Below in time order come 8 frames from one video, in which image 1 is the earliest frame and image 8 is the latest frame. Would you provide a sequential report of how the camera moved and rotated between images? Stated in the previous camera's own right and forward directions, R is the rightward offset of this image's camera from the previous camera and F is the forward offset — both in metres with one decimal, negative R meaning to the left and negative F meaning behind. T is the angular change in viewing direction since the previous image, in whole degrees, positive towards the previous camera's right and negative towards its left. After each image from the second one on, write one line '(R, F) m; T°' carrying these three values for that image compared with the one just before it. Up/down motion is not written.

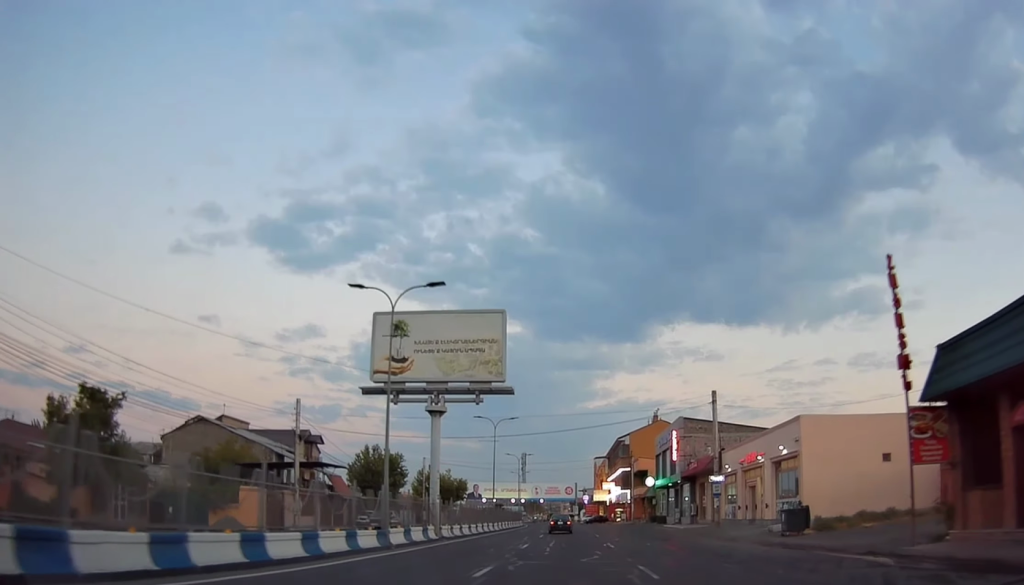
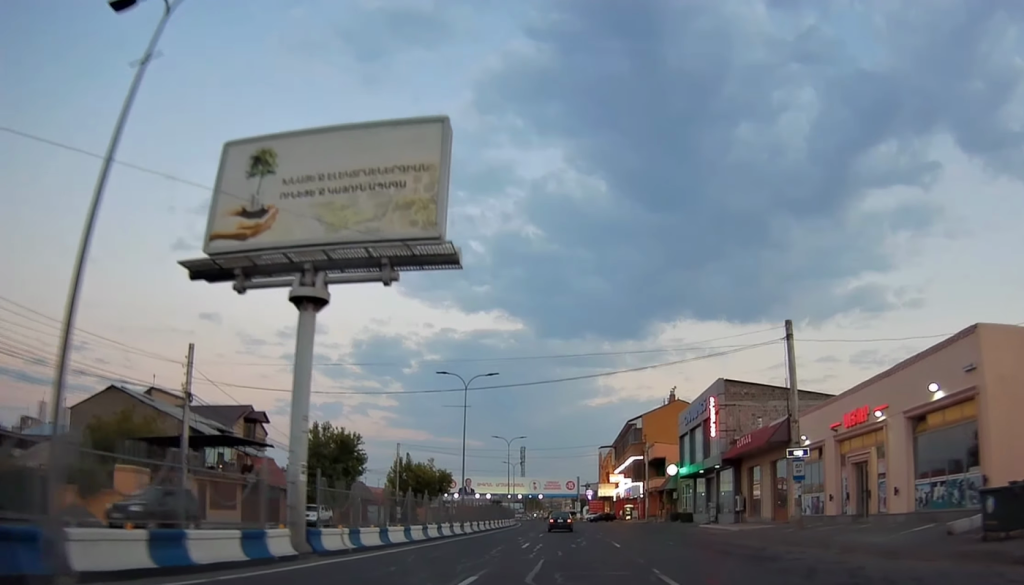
(0.0, +16.2) m; 0°
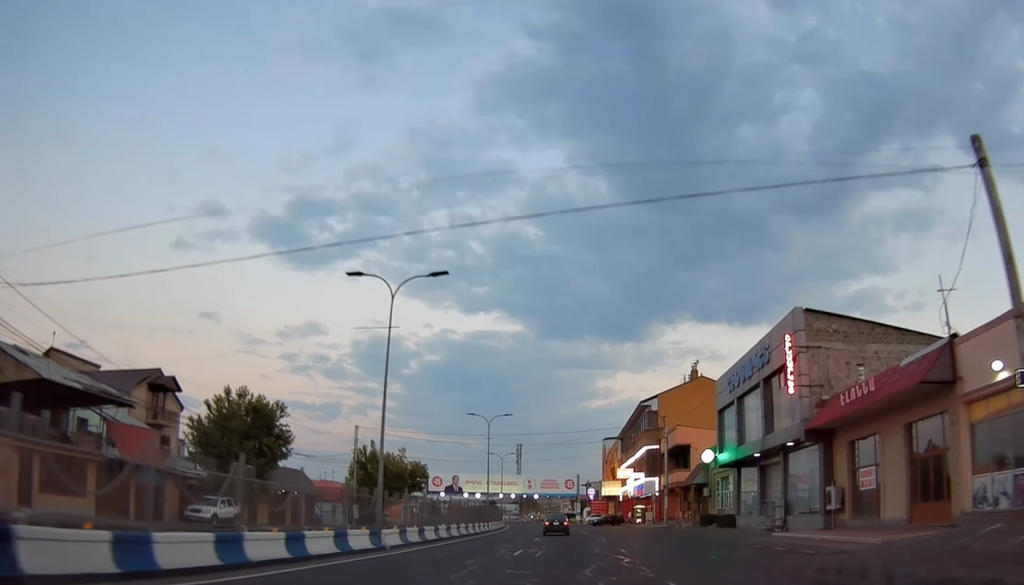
(+0.2, +16.6) m; 0°
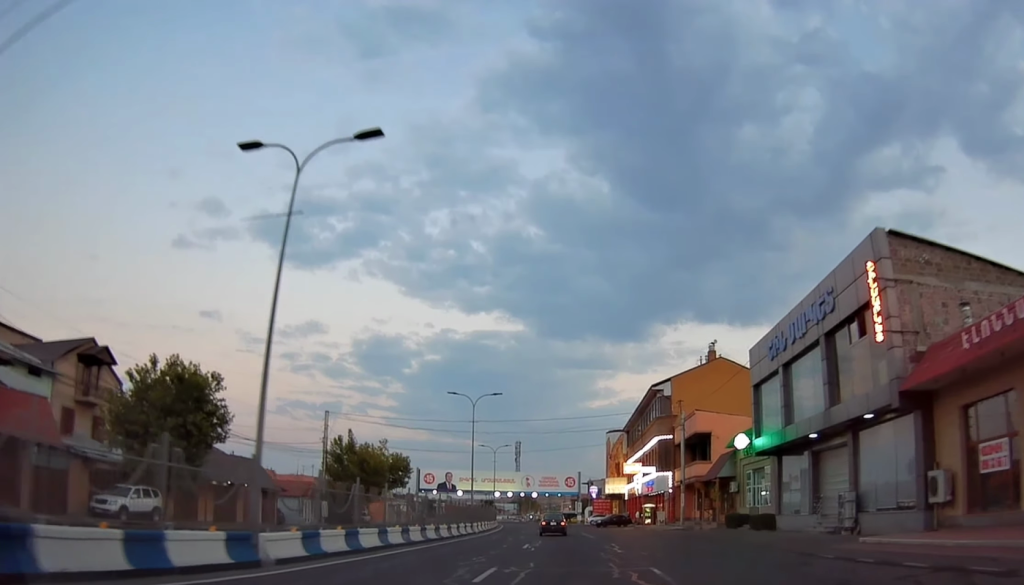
(-0.1, +9.0) m; -1°
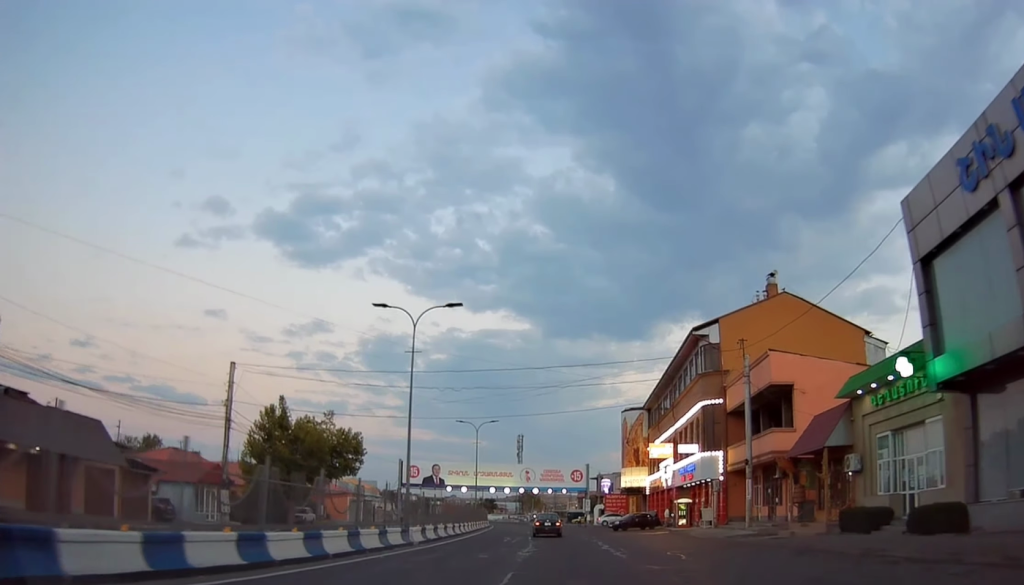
(-0.3, +18.9) m; 0°
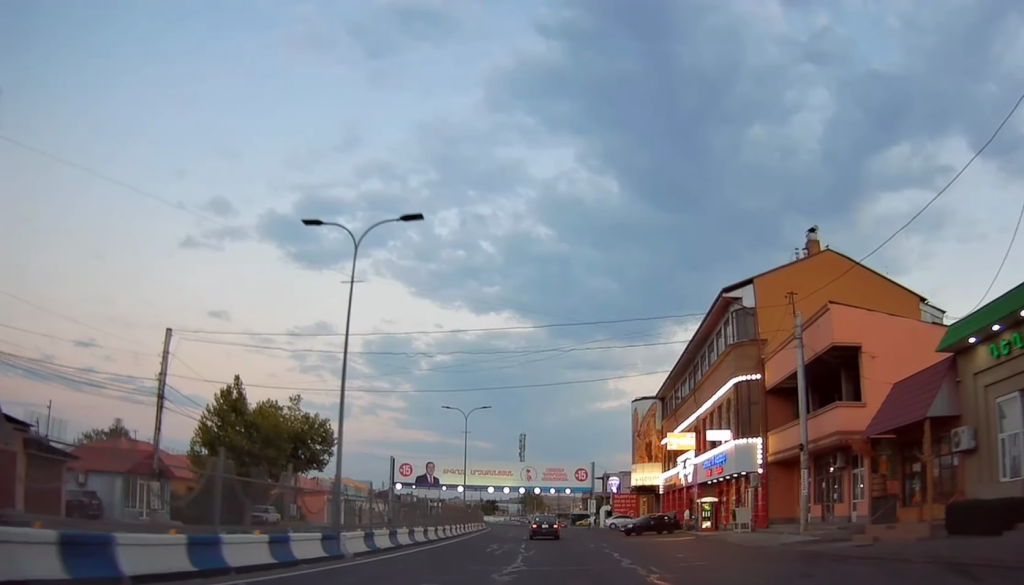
(-0.1, +8.2) m; 0°
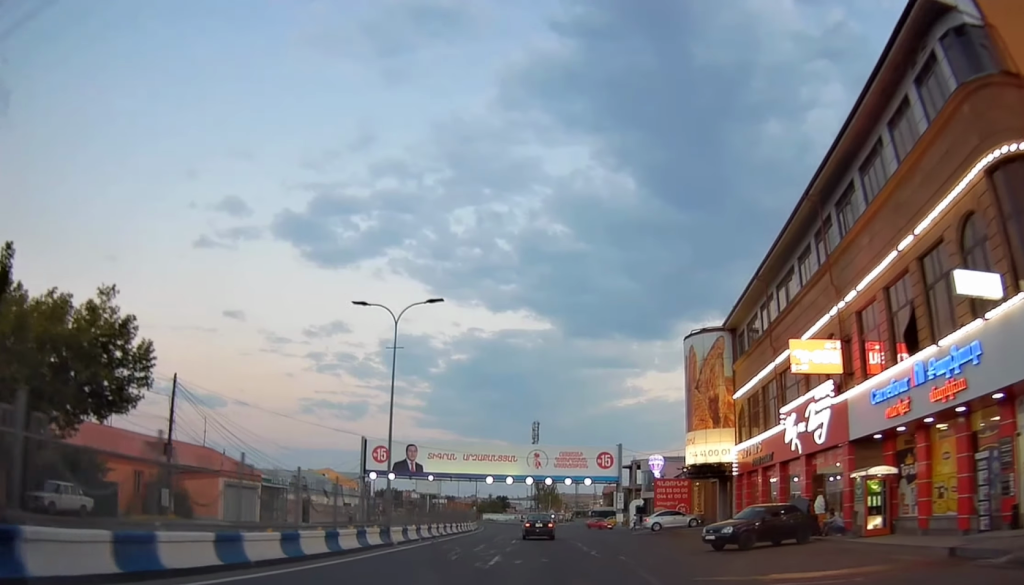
(+0.3, +24.0) m; -1°
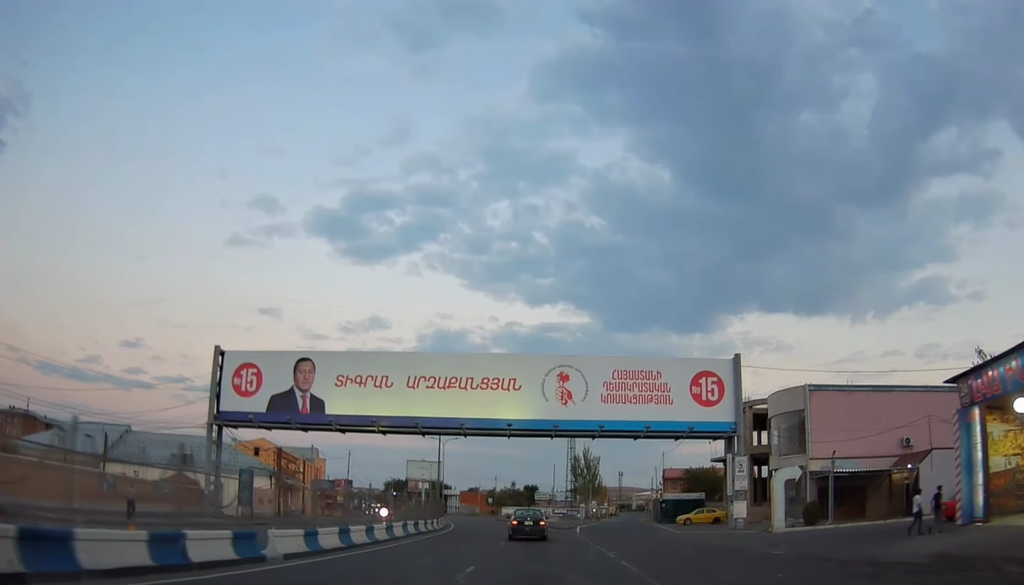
(-2.2, +45.2) m; -7°
